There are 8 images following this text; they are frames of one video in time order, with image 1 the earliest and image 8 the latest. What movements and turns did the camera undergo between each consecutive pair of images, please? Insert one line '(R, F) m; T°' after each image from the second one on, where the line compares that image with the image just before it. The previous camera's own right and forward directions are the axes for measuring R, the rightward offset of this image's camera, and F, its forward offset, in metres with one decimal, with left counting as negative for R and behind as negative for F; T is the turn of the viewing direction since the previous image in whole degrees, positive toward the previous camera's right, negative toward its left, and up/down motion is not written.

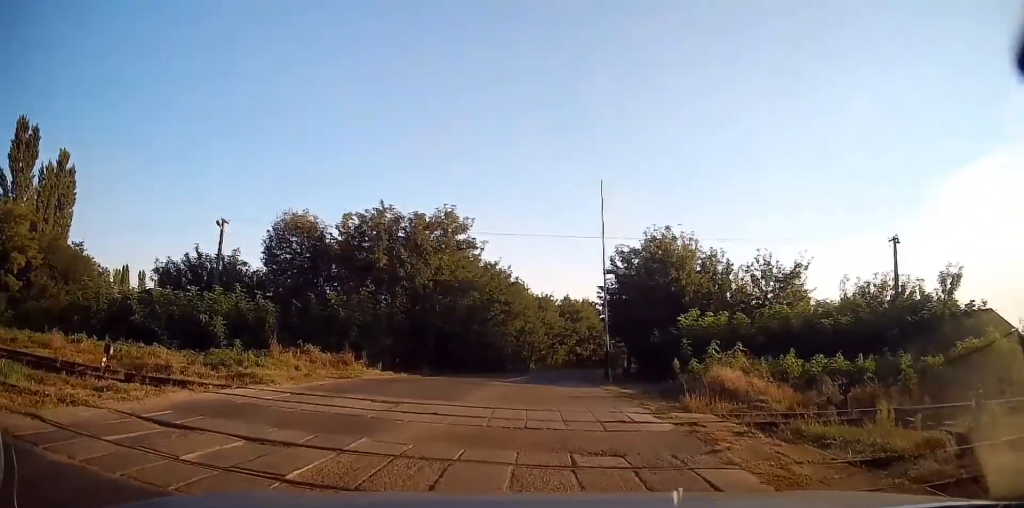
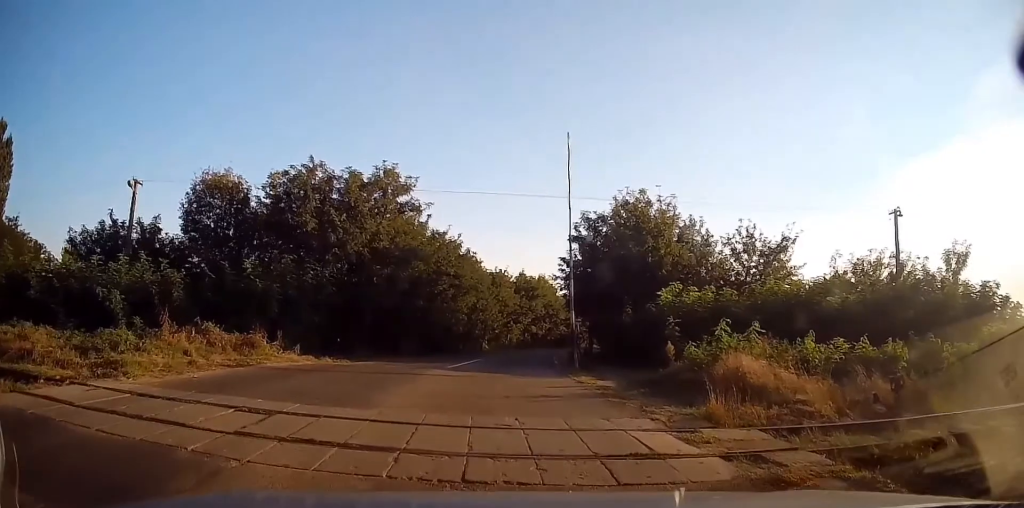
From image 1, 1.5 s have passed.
(+0.7, +4.6) m; +9°
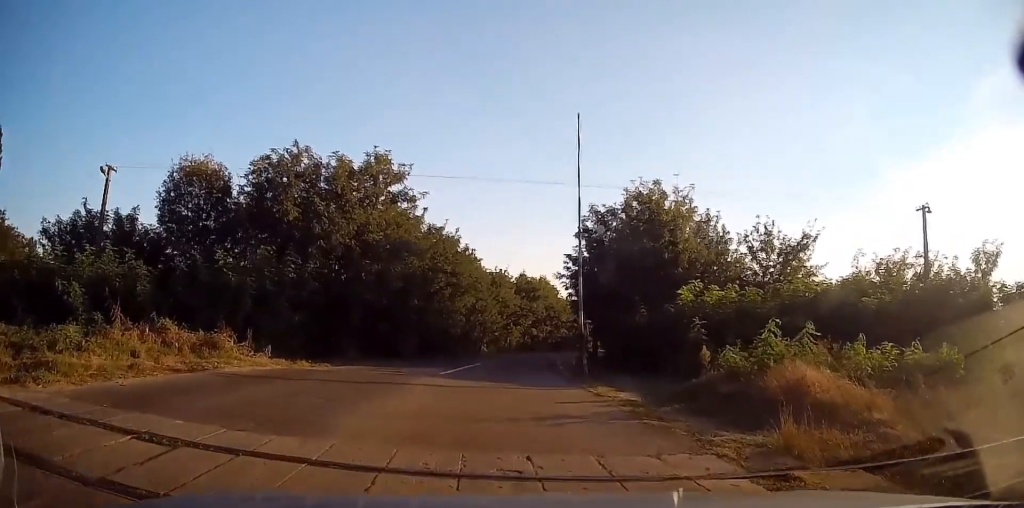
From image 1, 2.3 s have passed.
(-0.1, +2.1) m; -3°
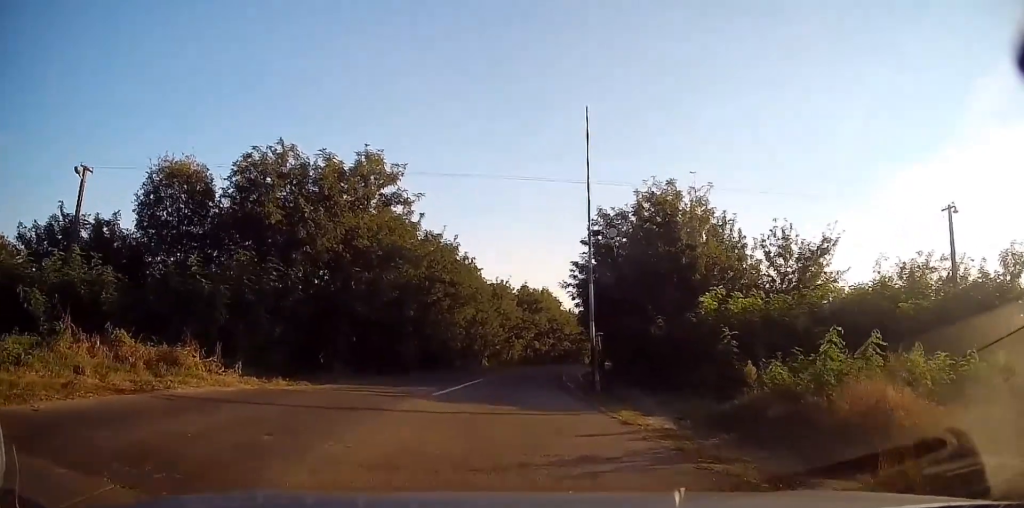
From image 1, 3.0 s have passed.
(-0.1, +1.8) m; -2°
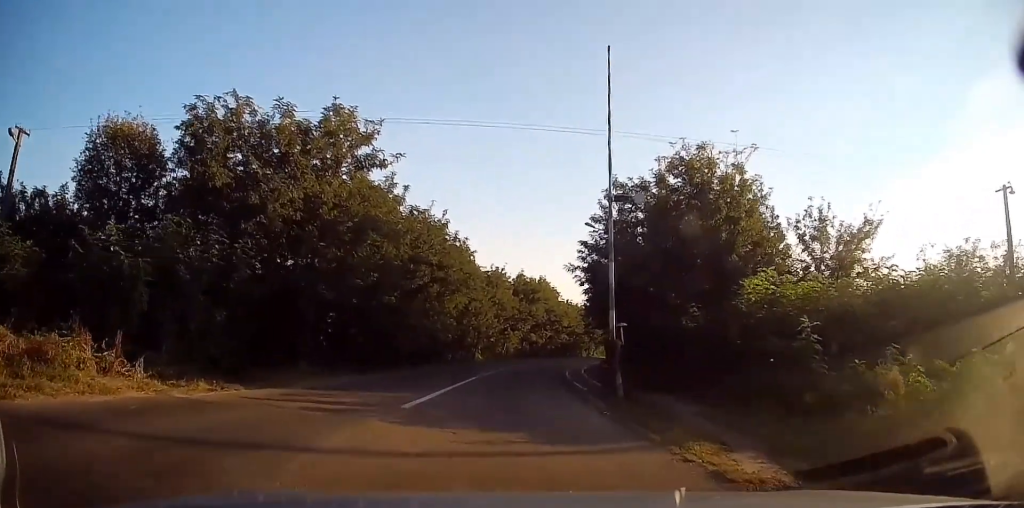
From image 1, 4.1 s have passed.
(+0.2, +4.0) m; +6°
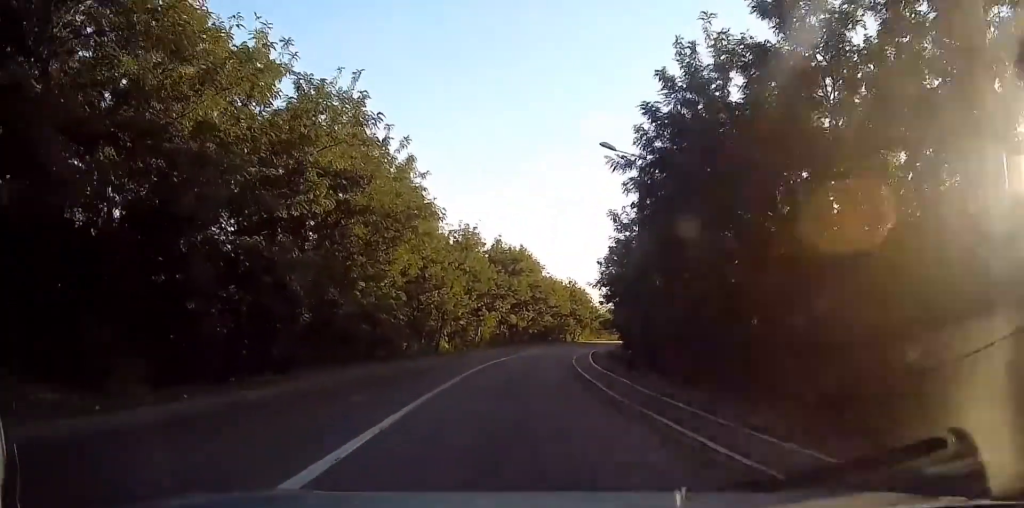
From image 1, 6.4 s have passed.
(+0.6, +12.3) m; +6°
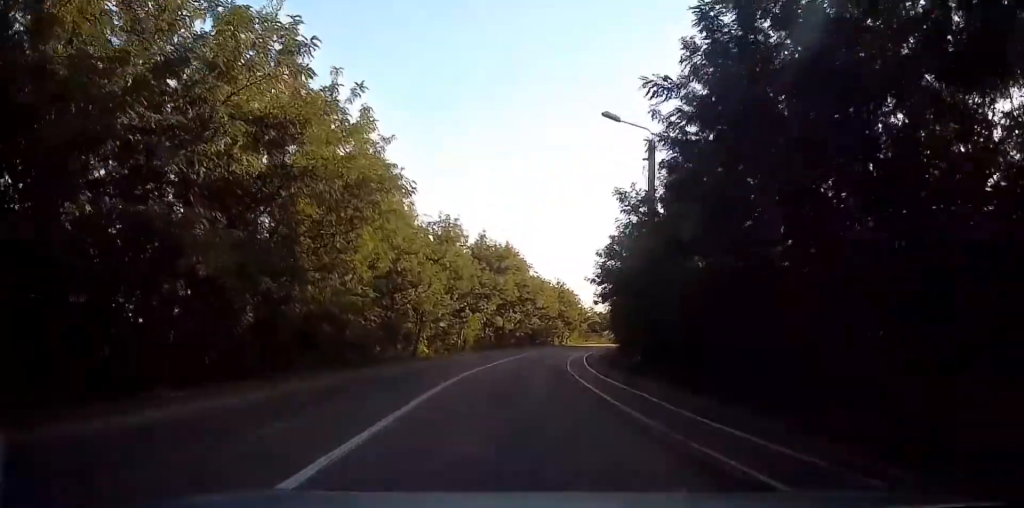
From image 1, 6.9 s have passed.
(0.0, +3.2) m; +1°
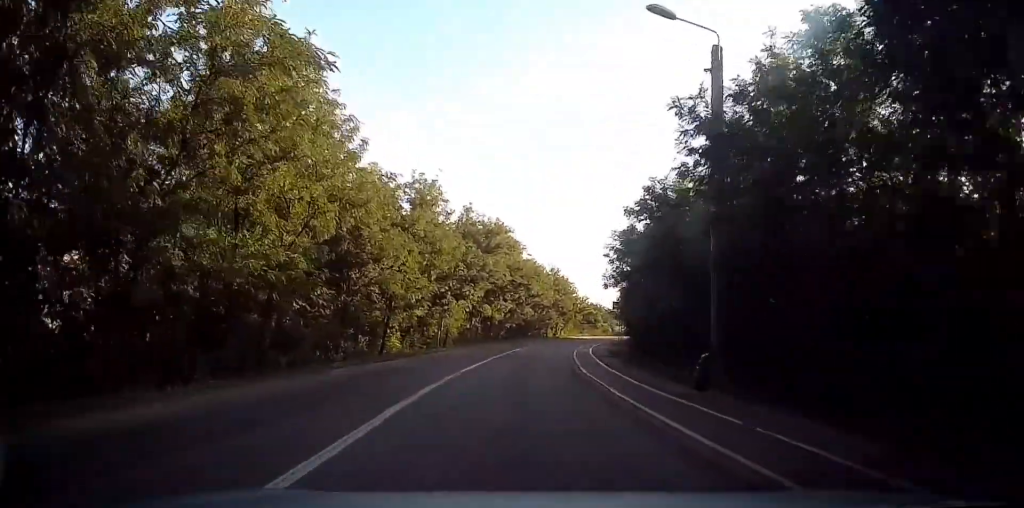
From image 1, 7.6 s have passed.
(+0.2, +6.2) m; -1°
